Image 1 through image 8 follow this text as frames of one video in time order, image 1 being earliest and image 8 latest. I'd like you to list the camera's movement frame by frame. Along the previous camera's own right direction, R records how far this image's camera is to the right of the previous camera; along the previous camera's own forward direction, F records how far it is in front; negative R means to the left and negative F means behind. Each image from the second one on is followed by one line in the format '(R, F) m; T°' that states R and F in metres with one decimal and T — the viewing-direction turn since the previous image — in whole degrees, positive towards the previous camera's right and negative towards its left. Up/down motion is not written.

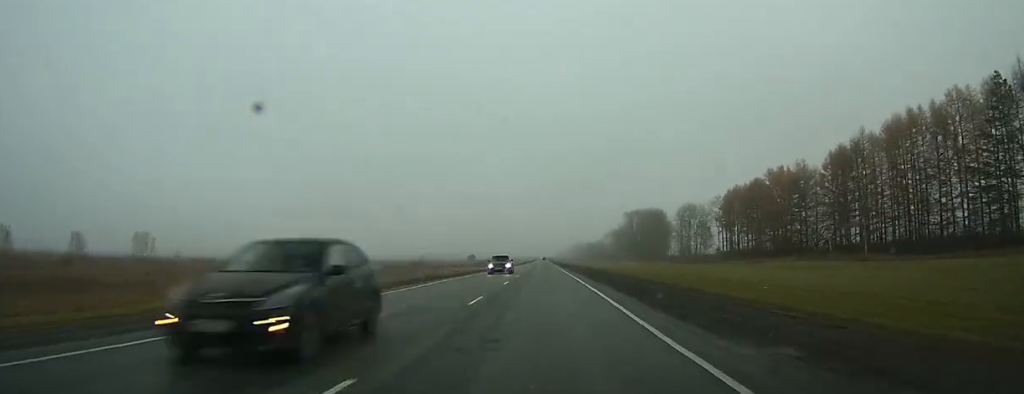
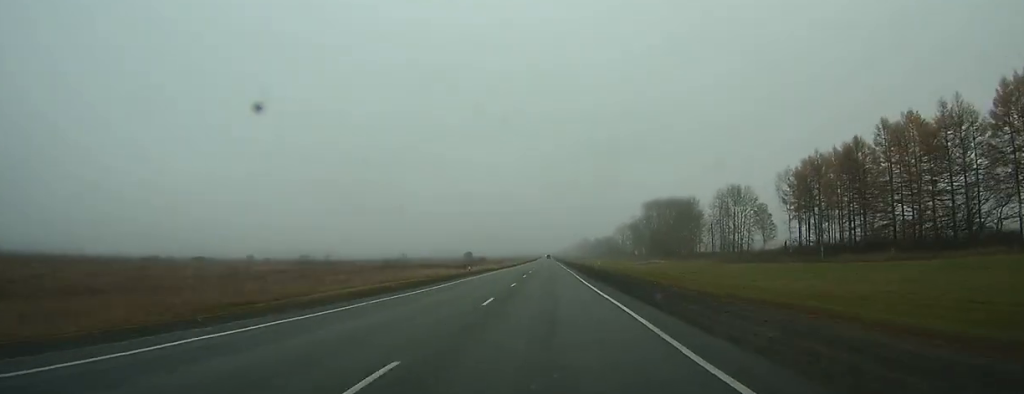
(+0.1, +46.3) m; 0°
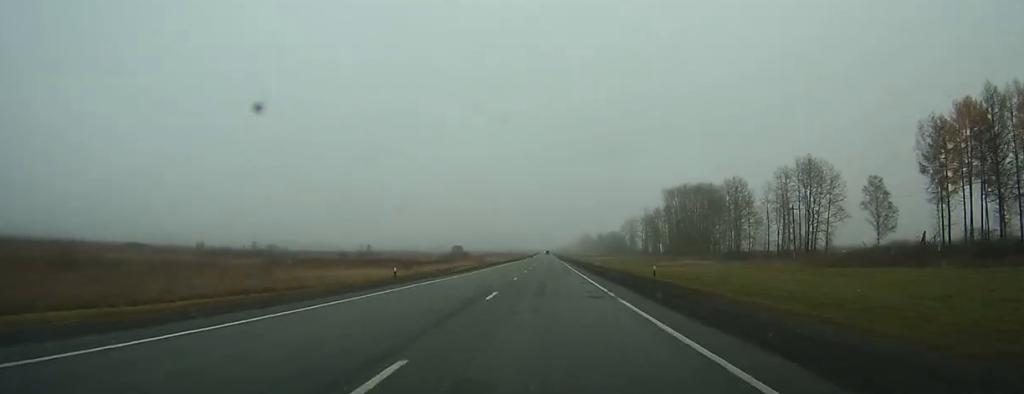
(0.0, +48.3) m; 0°
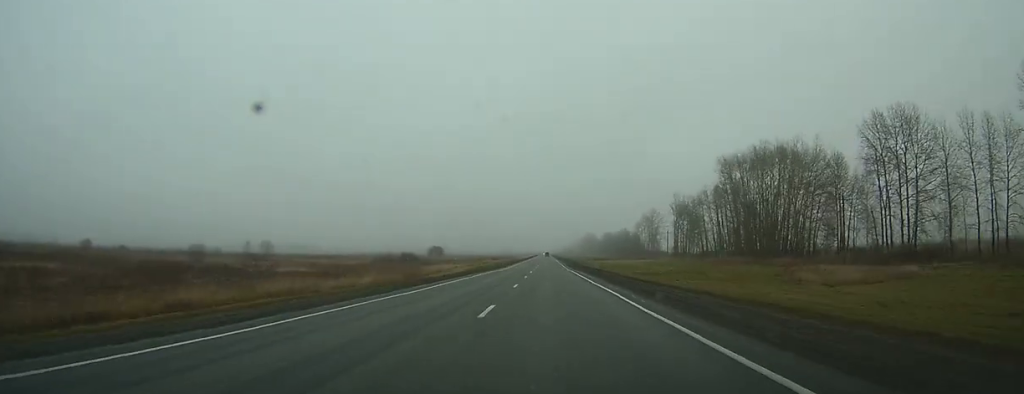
(-0.1, +76.0) m; 0°
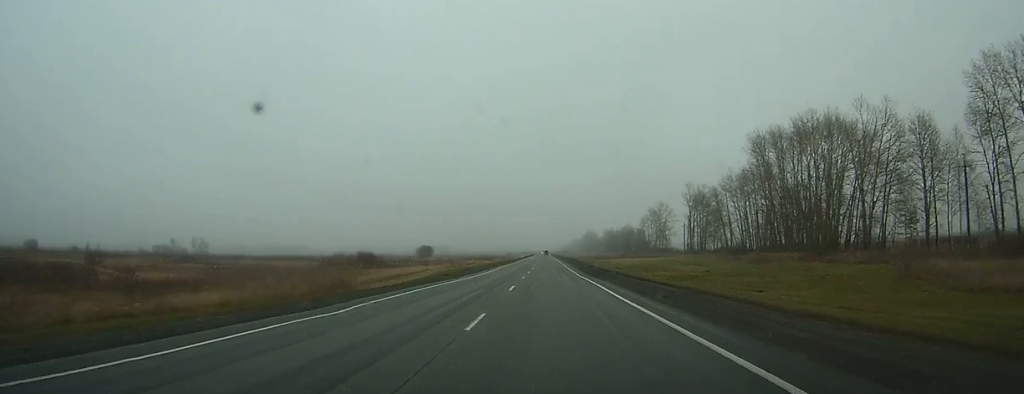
(0.0, +25.8) m; 0°
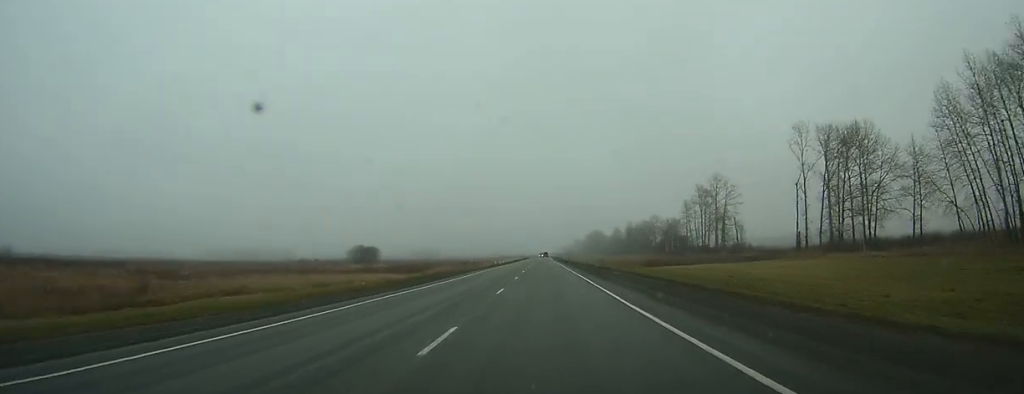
(-0.1, +94.9) m; 0°
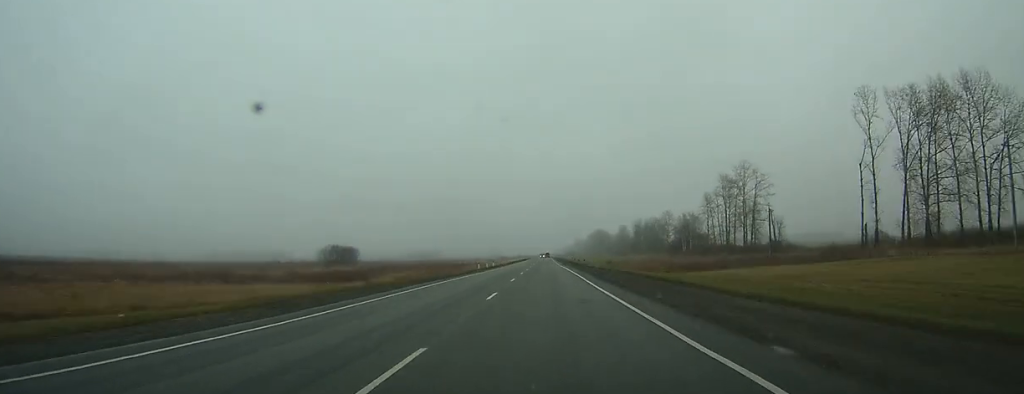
(0.0, +24.8) m; 0°
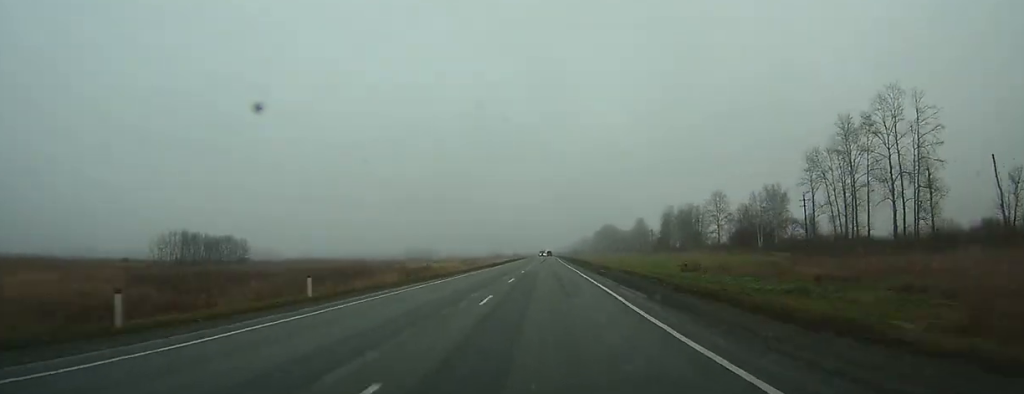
(-0.1, +72.0) m; 0°
